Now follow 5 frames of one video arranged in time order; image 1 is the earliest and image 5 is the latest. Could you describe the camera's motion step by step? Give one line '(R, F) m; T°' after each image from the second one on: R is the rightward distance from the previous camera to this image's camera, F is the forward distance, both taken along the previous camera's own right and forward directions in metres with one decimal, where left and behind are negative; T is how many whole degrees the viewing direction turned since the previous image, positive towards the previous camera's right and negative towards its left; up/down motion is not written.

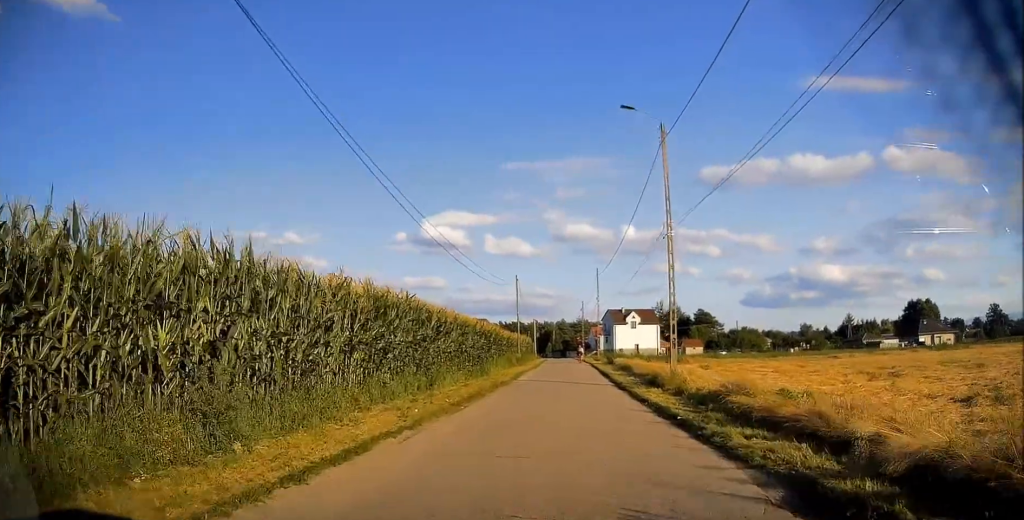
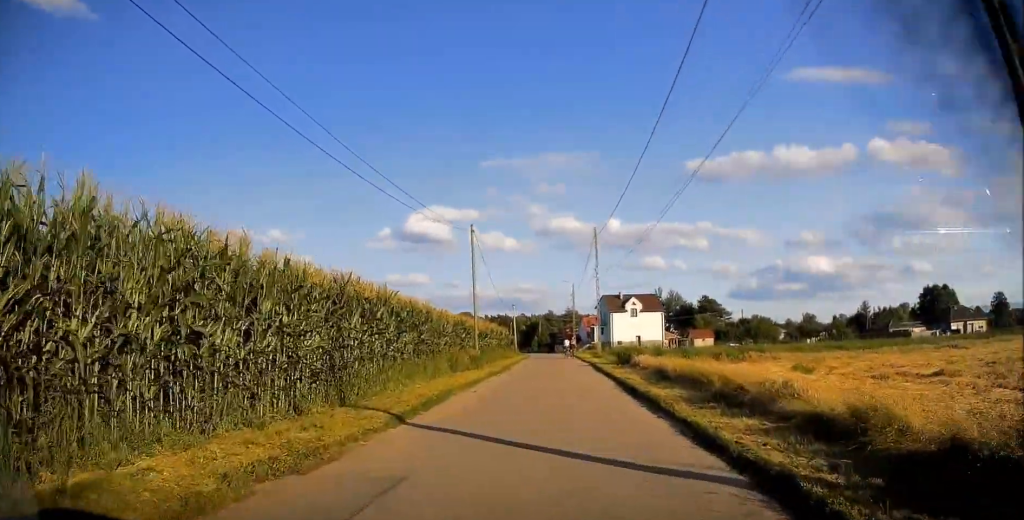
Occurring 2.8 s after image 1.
(+0.7, +18.8) m; +1°
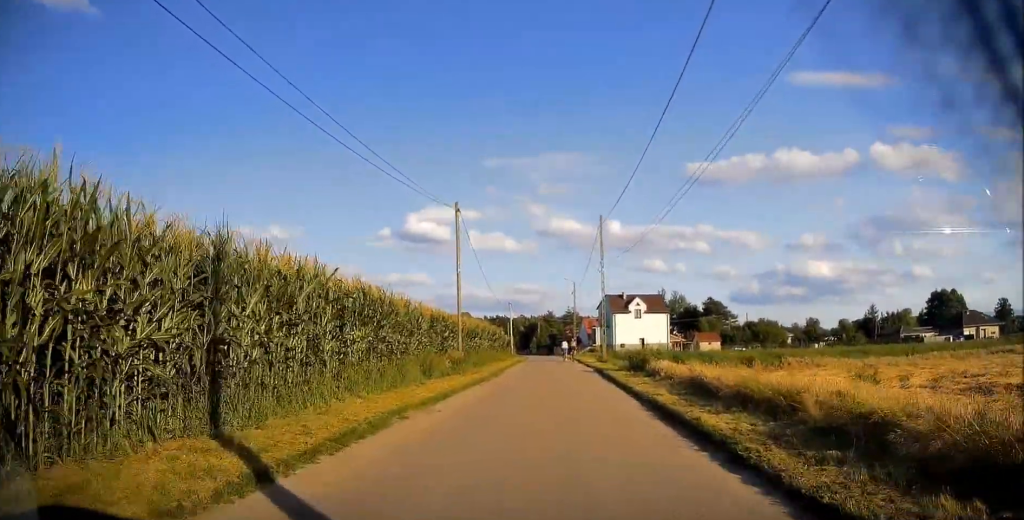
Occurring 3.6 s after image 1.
(-0.2, +5.1) m; 0°
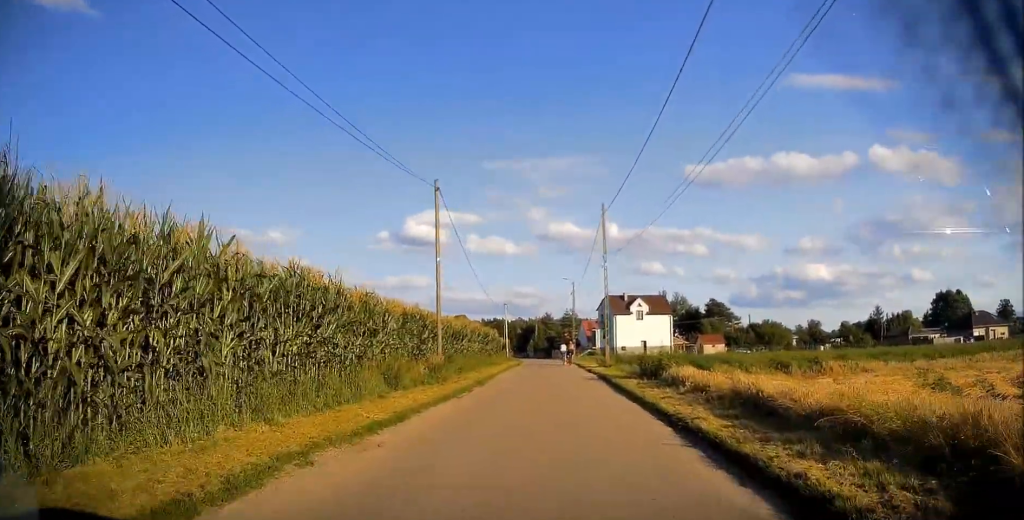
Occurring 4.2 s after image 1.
(0.0, +4.2) m; +1°
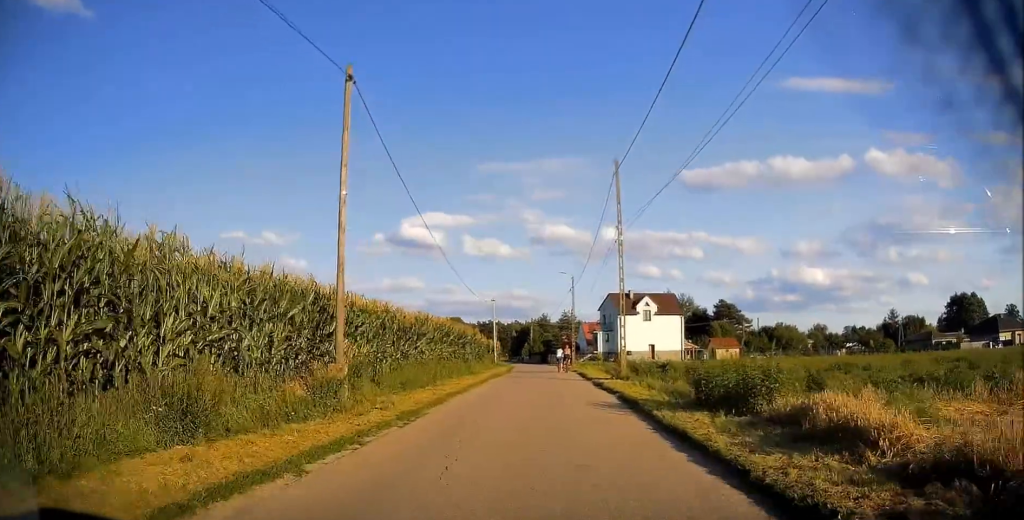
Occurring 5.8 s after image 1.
(+0.1, +10.3) m; -1°
